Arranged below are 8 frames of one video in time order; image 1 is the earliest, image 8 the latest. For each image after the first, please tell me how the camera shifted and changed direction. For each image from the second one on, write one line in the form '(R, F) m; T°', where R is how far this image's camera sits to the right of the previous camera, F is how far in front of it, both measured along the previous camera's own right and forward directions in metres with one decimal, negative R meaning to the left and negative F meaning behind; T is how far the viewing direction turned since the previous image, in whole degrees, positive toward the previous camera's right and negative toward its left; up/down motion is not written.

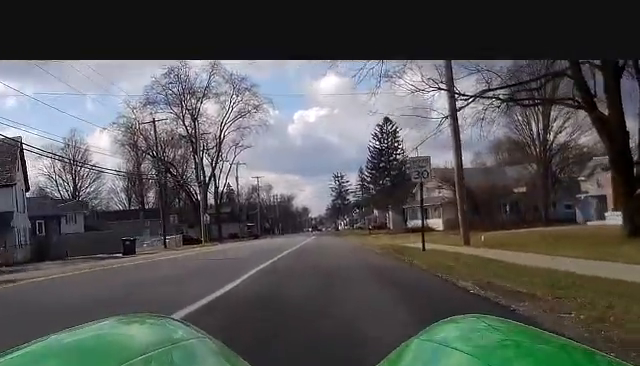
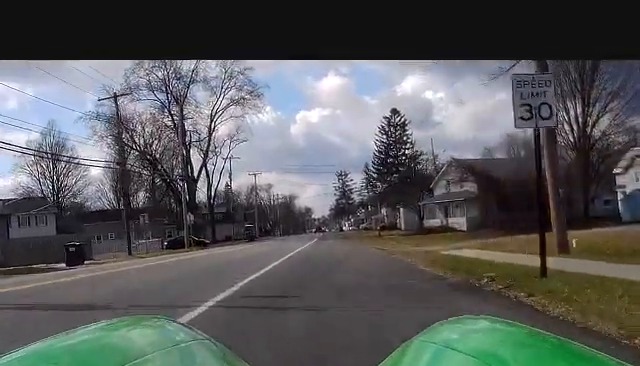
(0.0, +13.4) m; 0°
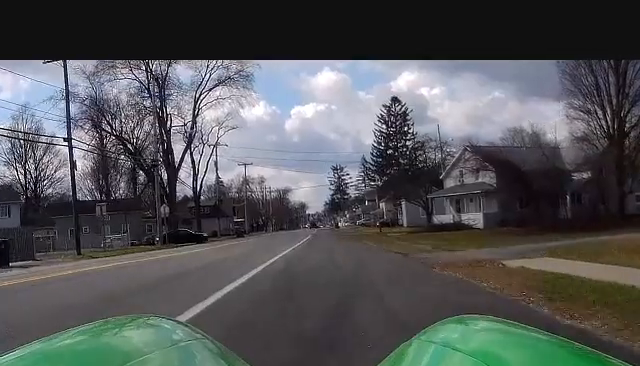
(0.0, +10.5) m; -1°
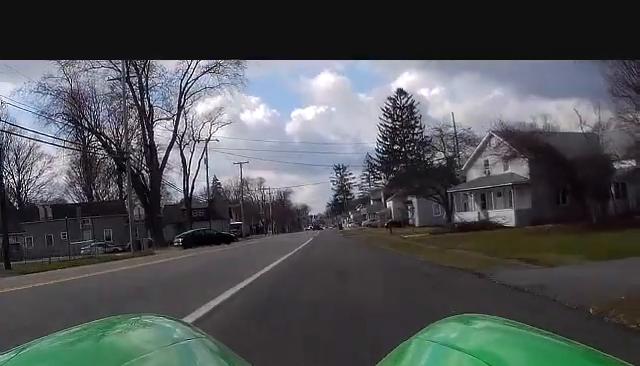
(-0.1, +10.5) m; 0°
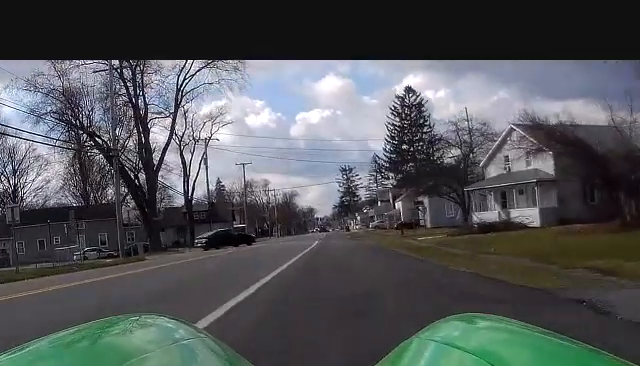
(0.0, +5.1) m; 0°
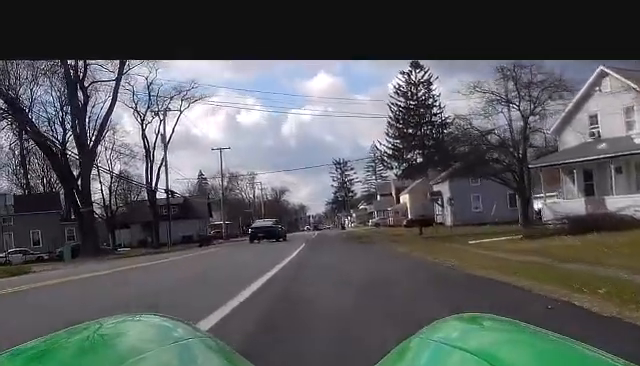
(+0.3, +20.3) m; +1°
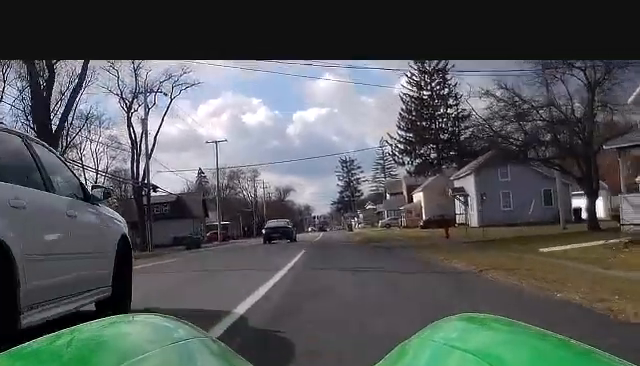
(0.0, +9.7) m; 0°
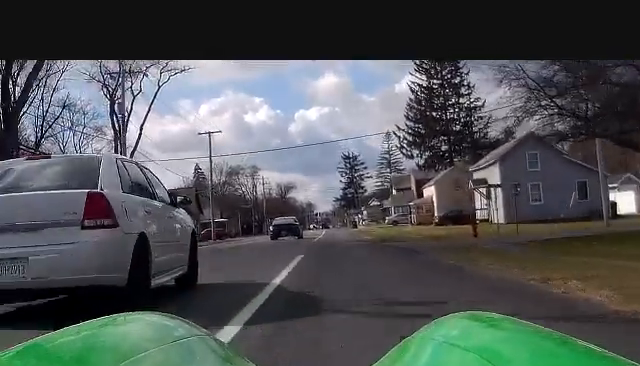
(0.0, +7.9) m; 0°
